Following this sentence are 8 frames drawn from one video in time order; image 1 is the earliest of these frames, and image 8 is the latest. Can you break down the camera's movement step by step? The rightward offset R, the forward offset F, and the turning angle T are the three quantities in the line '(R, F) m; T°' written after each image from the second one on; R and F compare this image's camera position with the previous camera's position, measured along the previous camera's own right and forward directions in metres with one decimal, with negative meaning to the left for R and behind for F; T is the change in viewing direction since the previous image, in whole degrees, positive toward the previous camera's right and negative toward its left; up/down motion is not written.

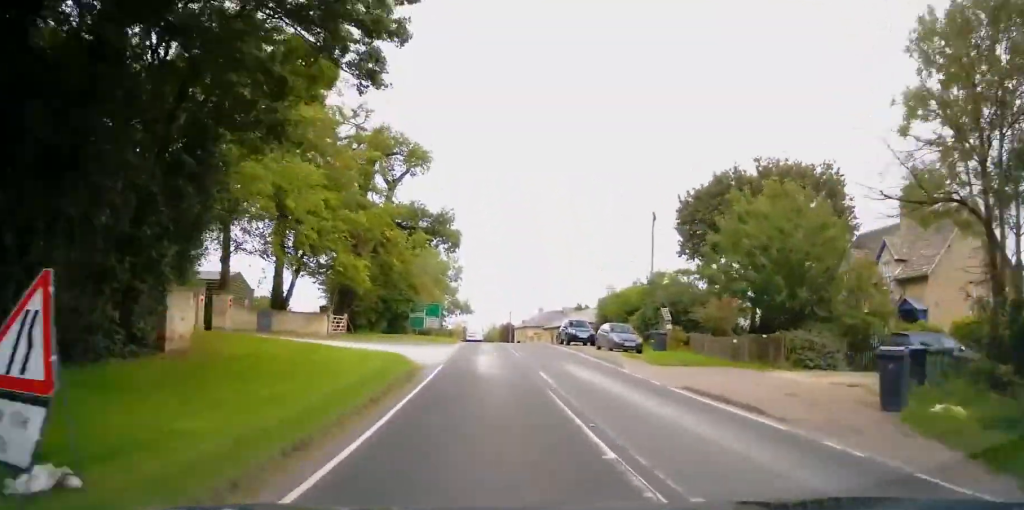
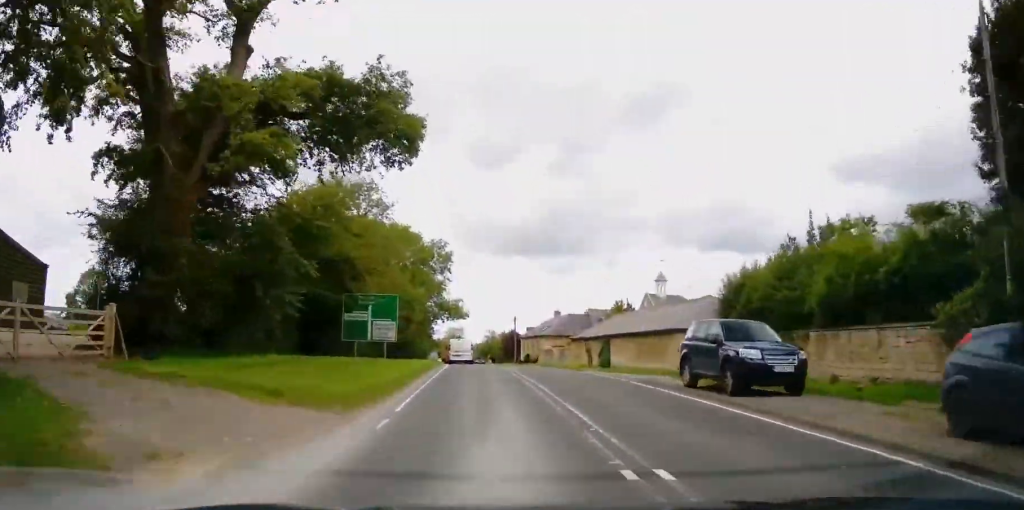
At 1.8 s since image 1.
(-0.6, +27.5) m; 0°
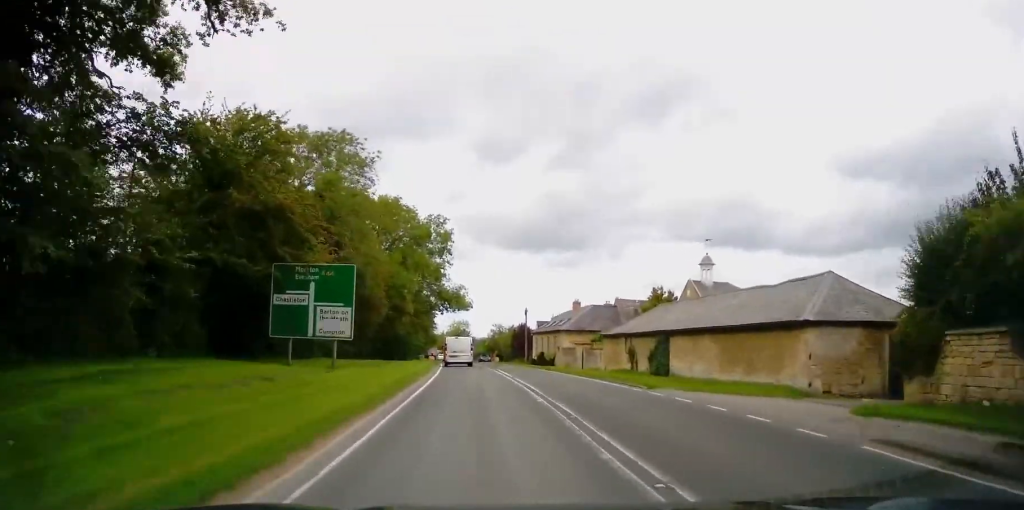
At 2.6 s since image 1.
(+0.2, +11.8) m; +3°
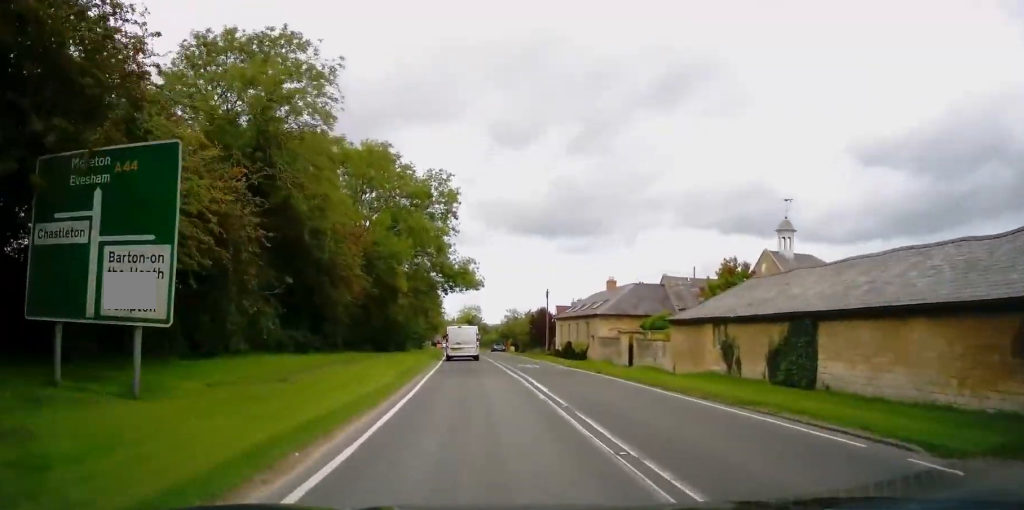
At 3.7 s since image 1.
(+0.6, +12.5) m; 0°
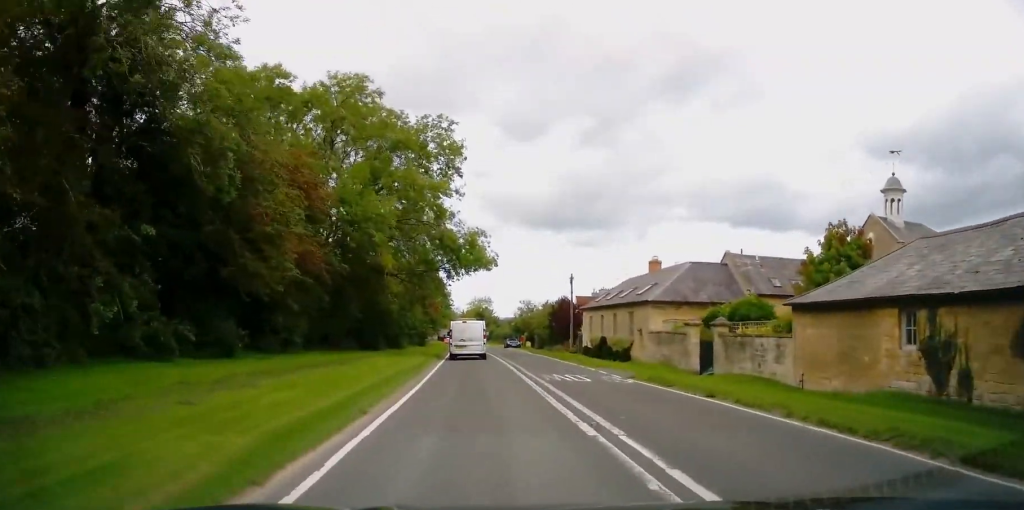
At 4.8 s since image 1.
(-0.7, +11.4) m; -2°
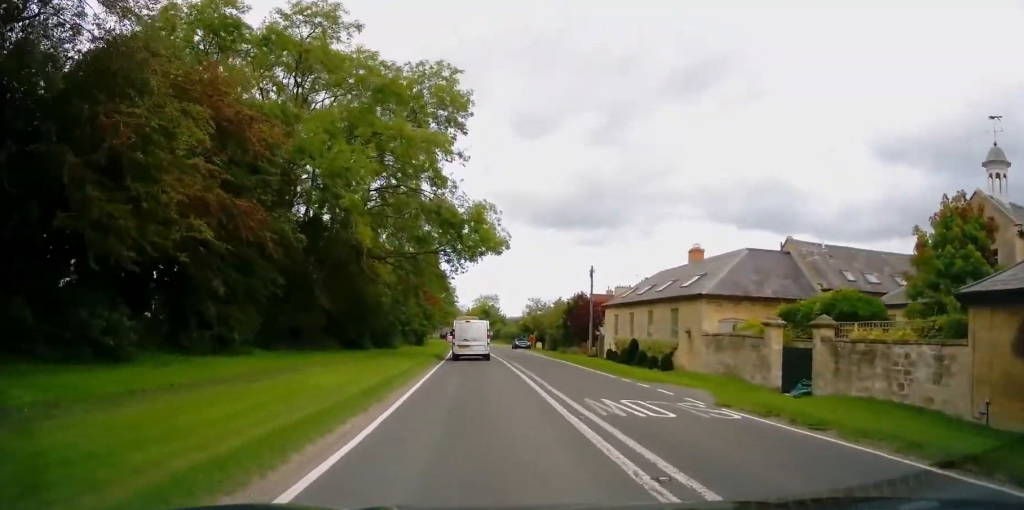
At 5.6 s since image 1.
(+0.3, +8.1) m; +1°
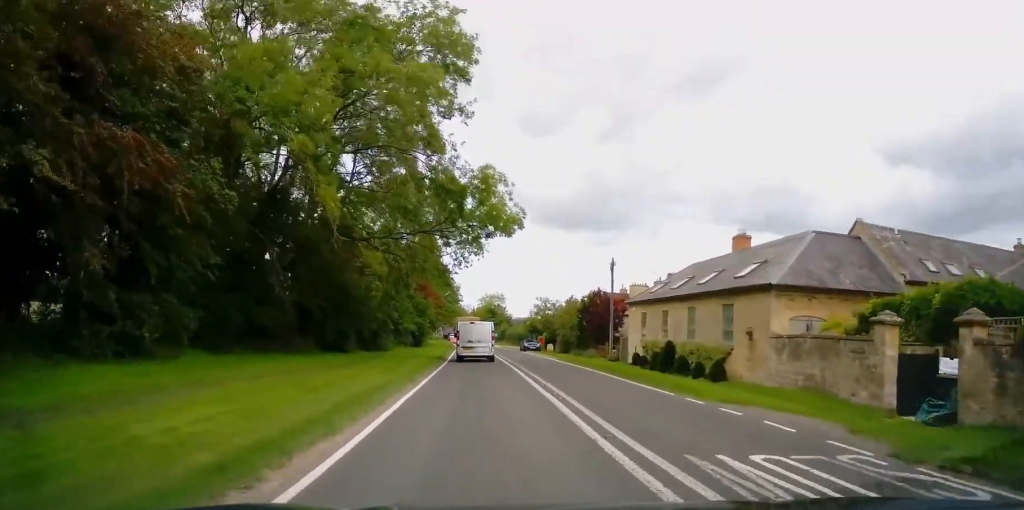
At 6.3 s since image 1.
(0.0, +6.4) m; -2°
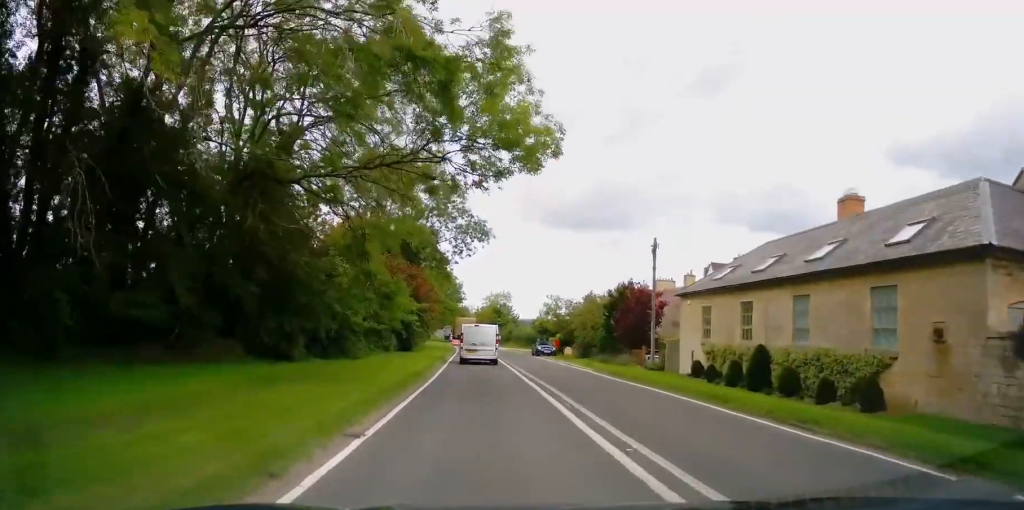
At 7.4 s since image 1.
(-0.5, +10.5) m; -4°
